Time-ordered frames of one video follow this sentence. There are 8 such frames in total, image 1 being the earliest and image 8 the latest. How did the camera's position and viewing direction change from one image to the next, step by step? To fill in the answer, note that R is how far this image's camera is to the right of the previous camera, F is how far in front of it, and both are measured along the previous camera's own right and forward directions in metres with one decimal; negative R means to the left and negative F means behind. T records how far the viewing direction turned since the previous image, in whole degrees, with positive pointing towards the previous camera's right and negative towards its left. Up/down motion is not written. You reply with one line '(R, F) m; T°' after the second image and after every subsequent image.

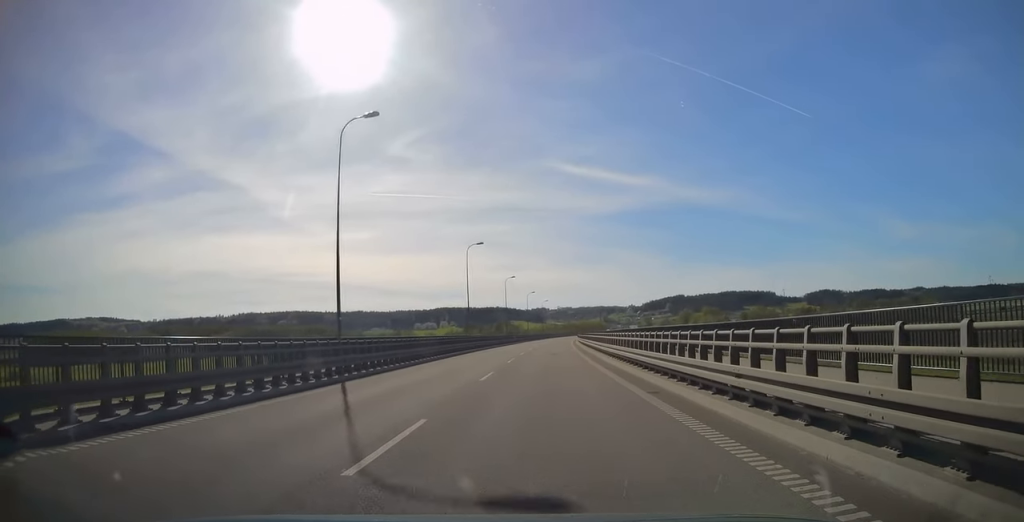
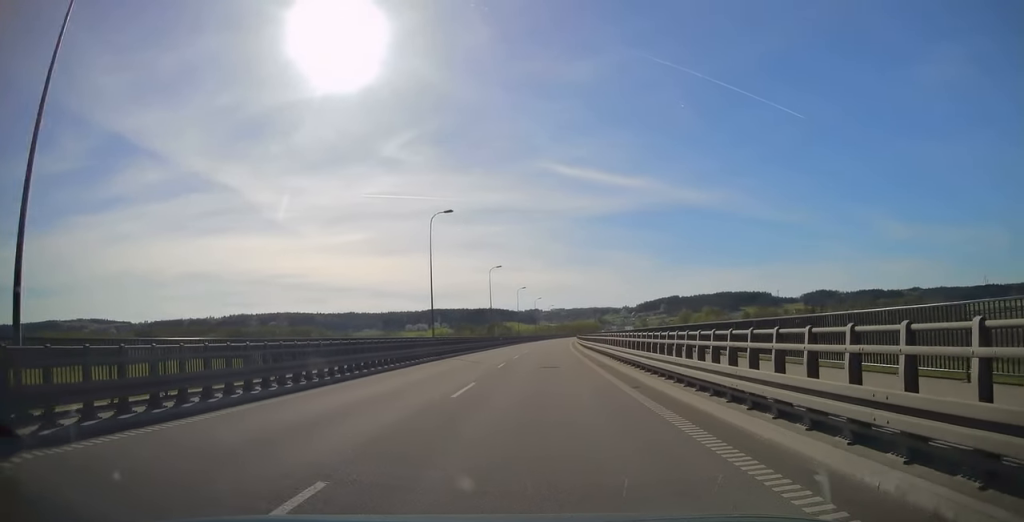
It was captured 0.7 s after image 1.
(0.0, +16.3) m; +1°
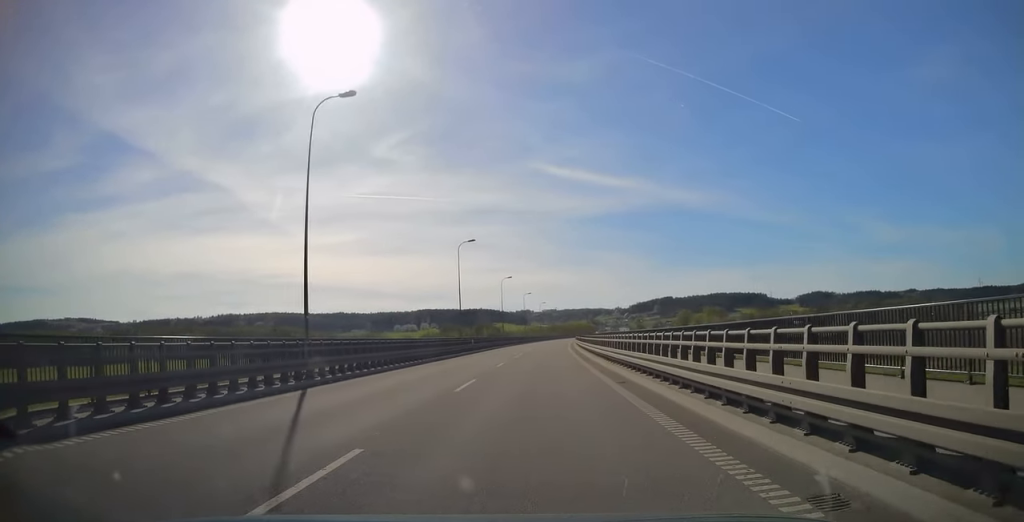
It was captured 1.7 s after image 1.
(+0.3, +22.3) m; 0°
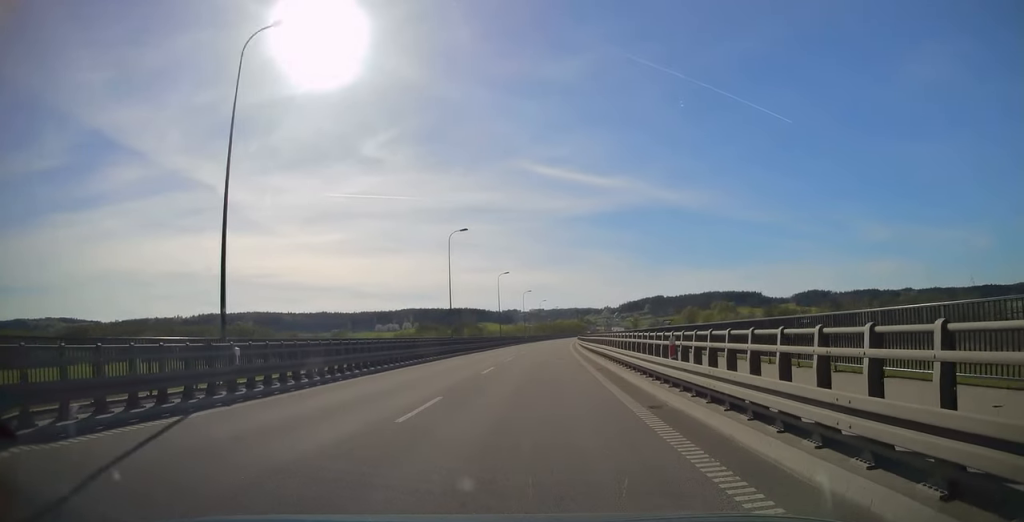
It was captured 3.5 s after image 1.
(+0.3, +41.6) m; +2°
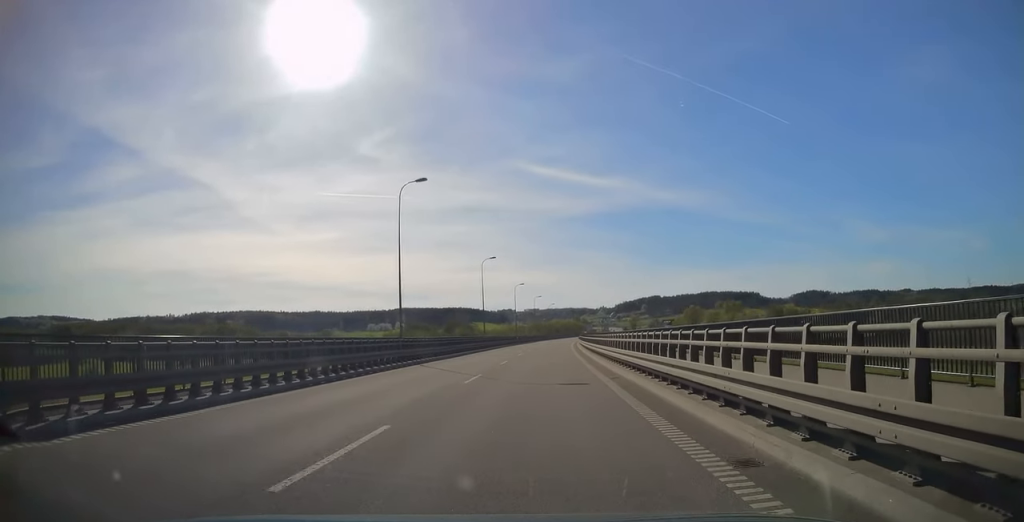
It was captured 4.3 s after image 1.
(+0.4, +16.7) m; +1°
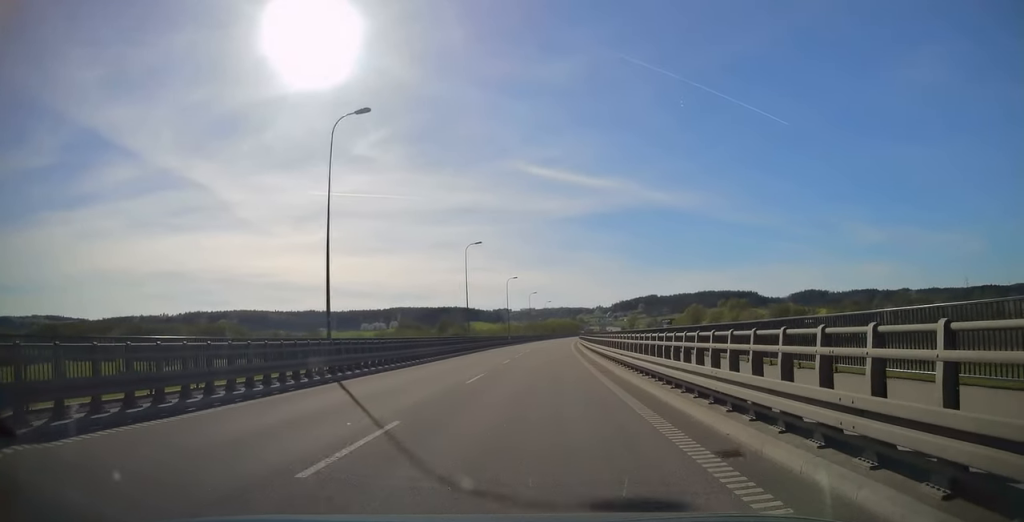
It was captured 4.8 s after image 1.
(-0.2, +11.4) m; 0°
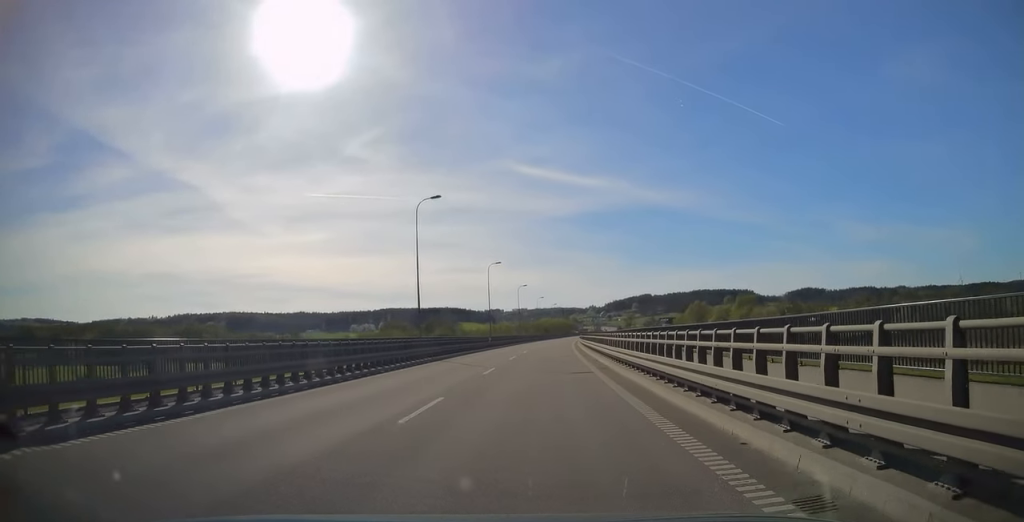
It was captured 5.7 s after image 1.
(+0.1, +20.1) m; 0°
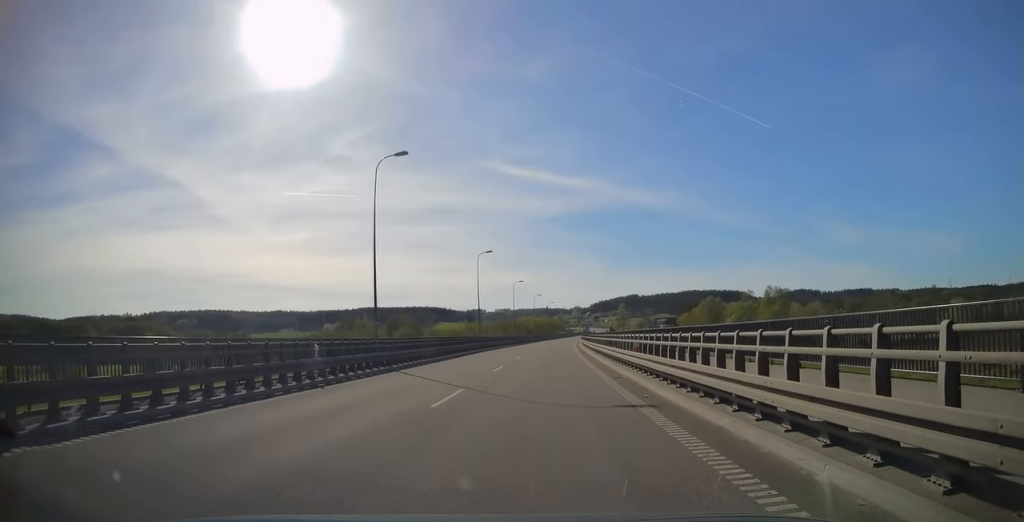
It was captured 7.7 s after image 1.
(+0.5, +45.7) m; +2°
